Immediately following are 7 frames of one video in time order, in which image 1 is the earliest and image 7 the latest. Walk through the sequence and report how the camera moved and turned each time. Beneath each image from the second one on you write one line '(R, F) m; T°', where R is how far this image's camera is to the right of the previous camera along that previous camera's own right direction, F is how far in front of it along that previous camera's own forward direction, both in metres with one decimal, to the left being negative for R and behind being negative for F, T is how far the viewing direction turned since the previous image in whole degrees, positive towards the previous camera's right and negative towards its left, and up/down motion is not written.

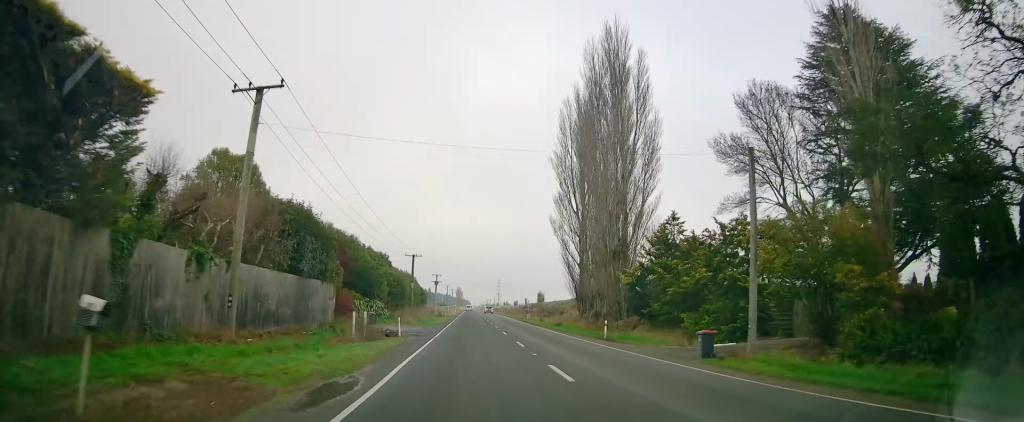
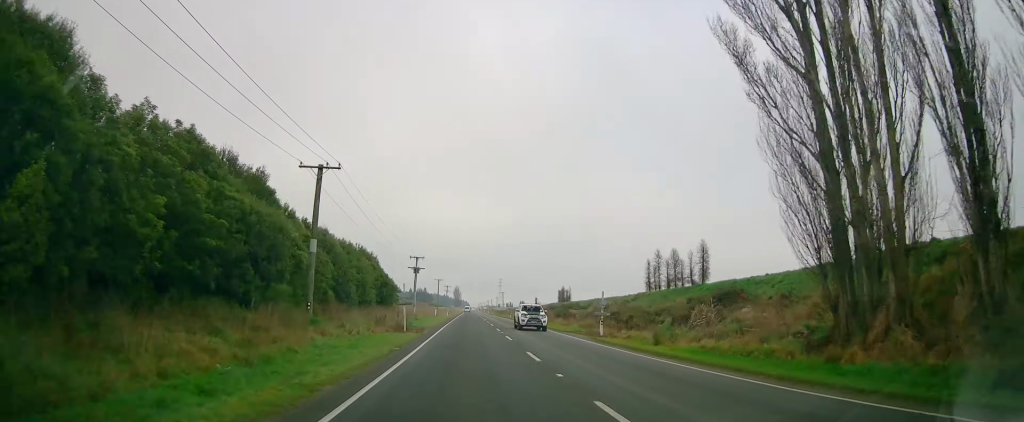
(+0.3, +44.7) m; +1°
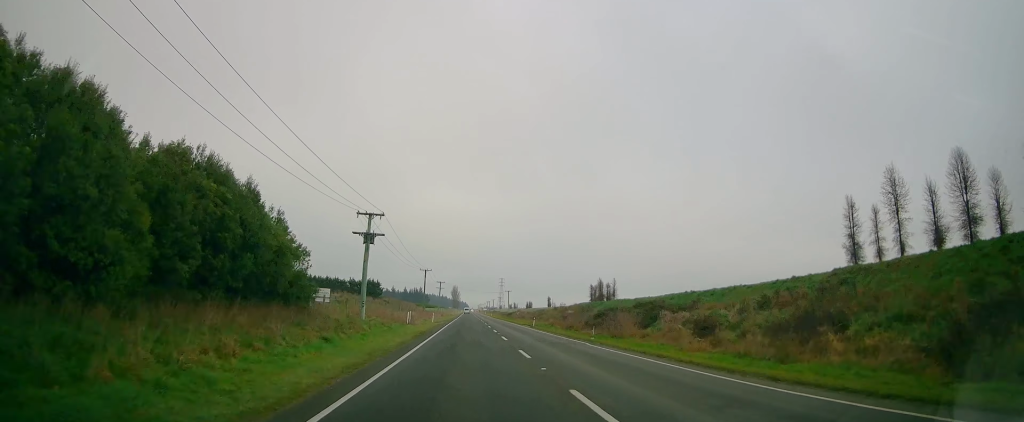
(-0.4, +37.7) m; -1°
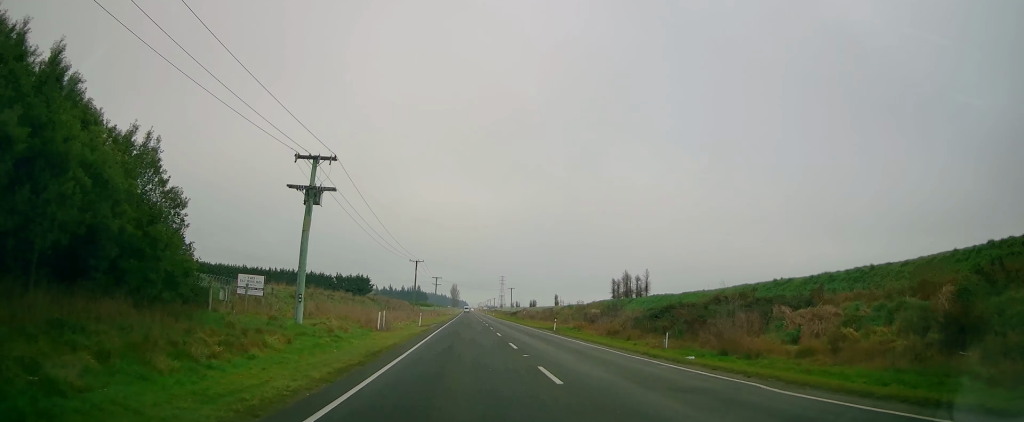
(0.0, +15.8) m; 0°
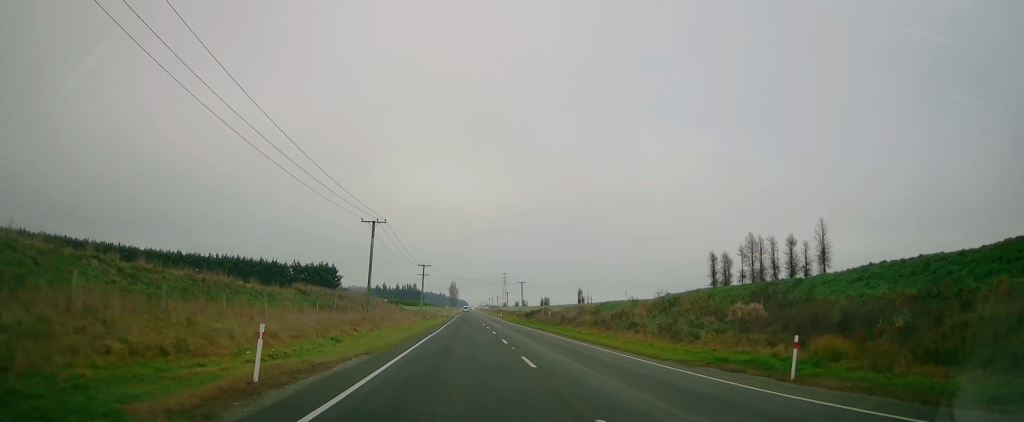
(+0.8, +36.0) m; +1°
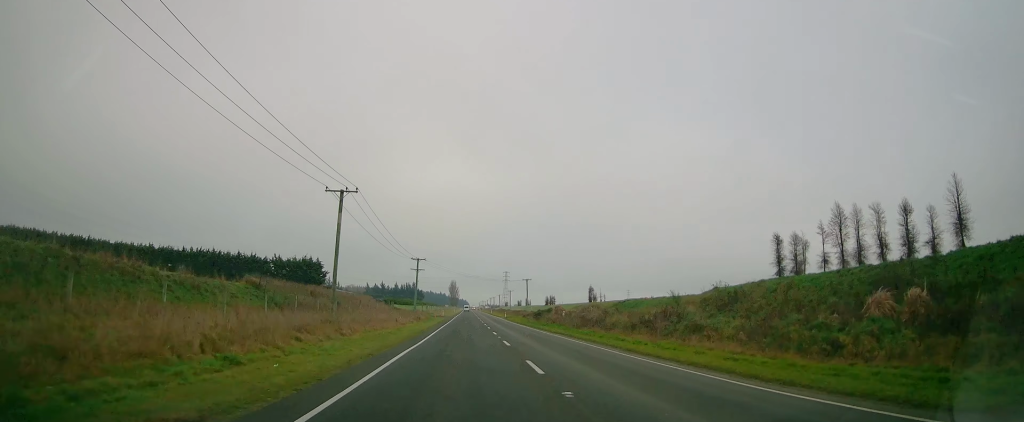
(+0.2, +11.4) m; 0°
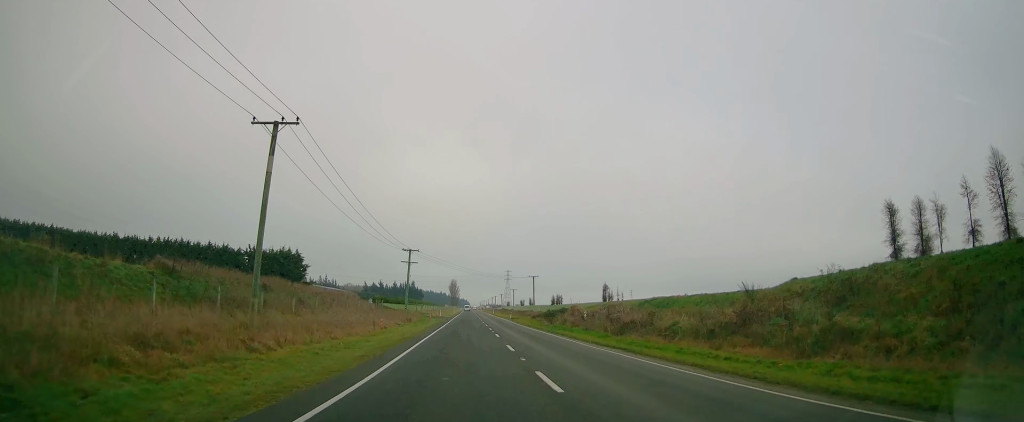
(-0.3, +12.2) m; 0°
